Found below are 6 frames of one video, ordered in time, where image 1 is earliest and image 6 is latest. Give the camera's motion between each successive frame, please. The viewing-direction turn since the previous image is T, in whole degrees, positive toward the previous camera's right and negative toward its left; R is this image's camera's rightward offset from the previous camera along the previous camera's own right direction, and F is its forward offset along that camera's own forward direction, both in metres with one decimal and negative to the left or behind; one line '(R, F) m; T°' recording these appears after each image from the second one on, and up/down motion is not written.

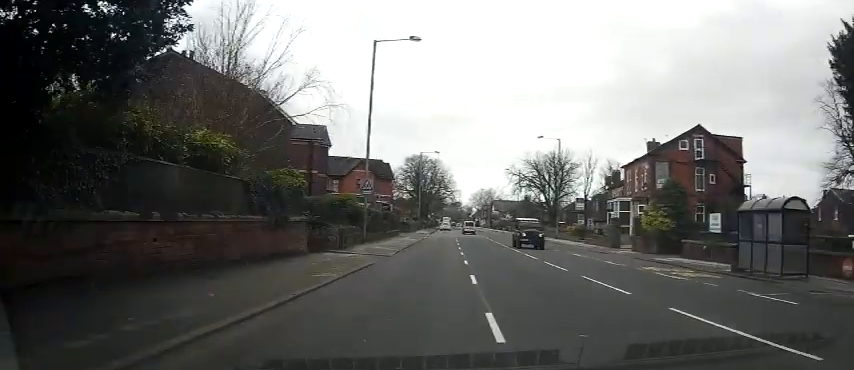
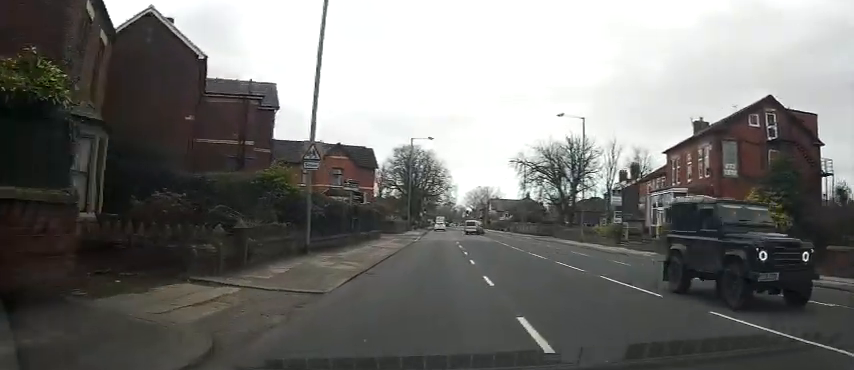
(0.0, +12.9) m; 0°
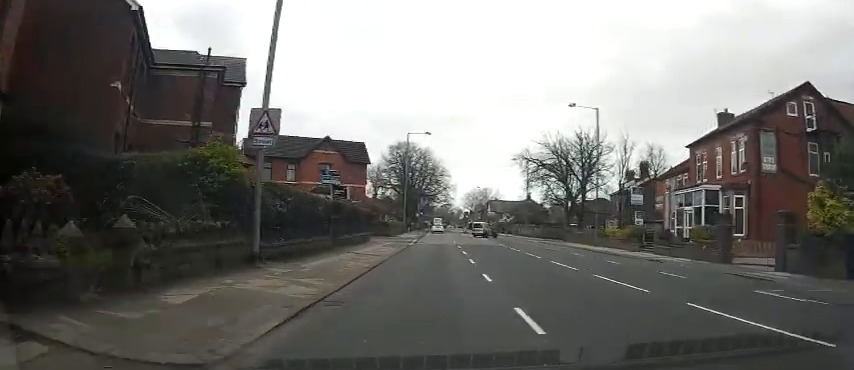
(-0.3, +5.0) m; +1°
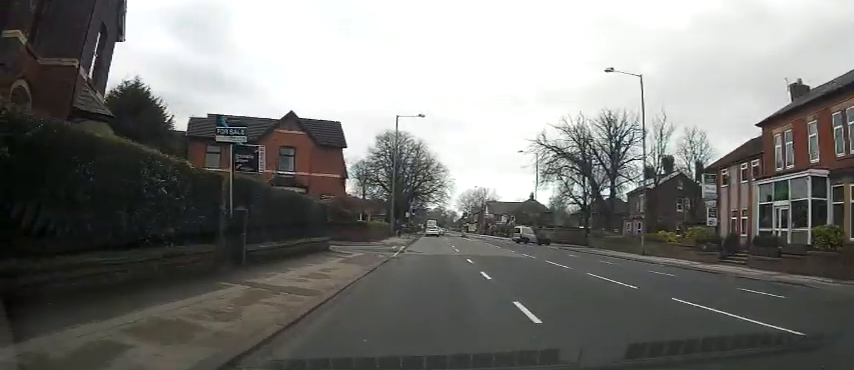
(+0.8, +11.5) m; +2°
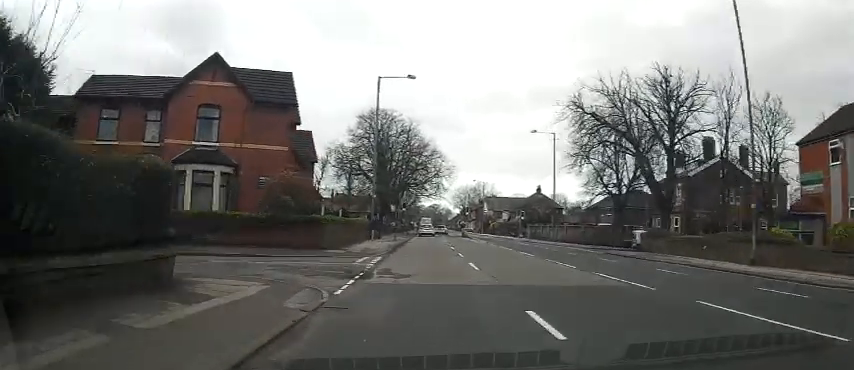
(-0.4, +13.2) m; 0°
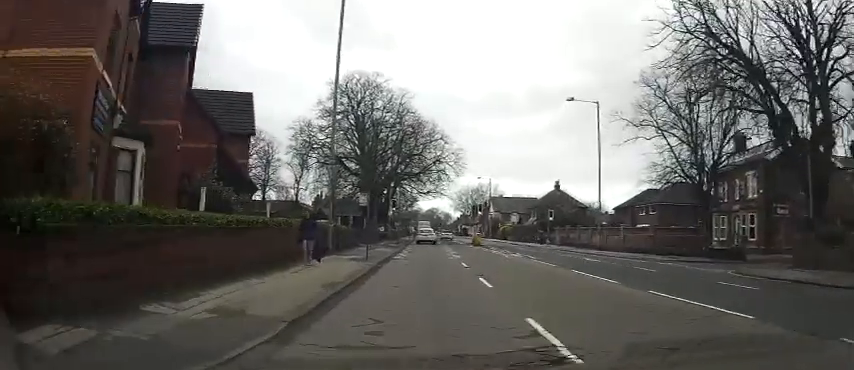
(+0.4, +16.3) m; 0°
